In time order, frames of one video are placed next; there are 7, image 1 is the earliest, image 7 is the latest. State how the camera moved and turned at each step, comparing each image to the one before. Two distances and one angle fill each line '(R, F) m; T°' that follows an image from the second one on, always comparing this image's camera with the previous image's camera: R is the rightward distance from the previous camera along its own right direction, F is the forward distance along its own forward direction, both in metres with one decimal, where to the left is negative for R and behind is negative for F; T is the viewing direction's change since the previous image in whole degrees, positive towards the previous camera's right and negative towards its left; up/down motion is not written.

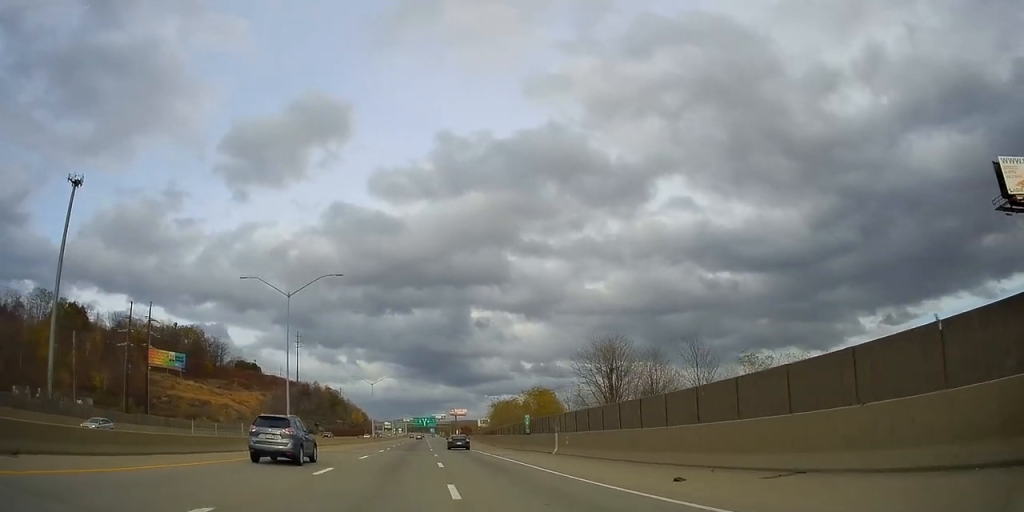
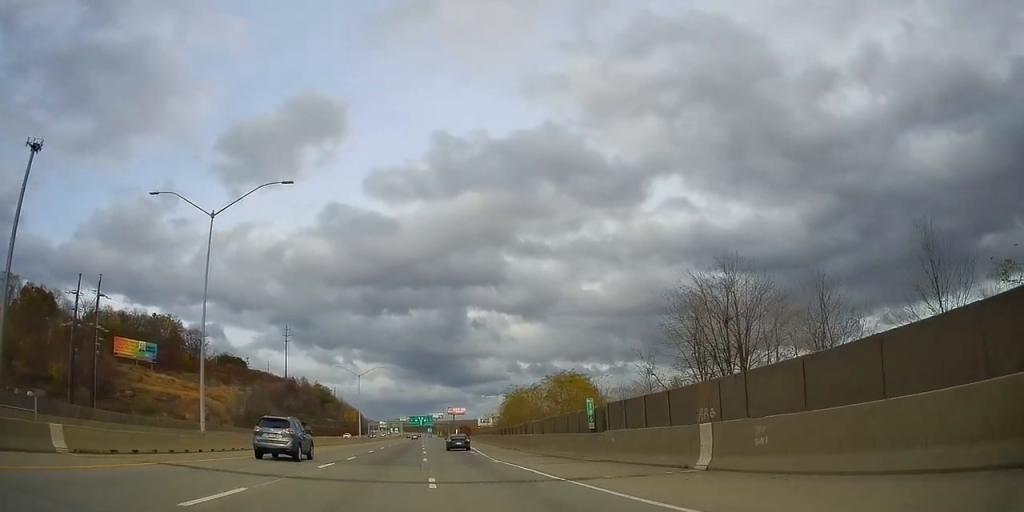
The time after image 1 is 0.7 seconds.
(-0.1, +20.6) m; 0°
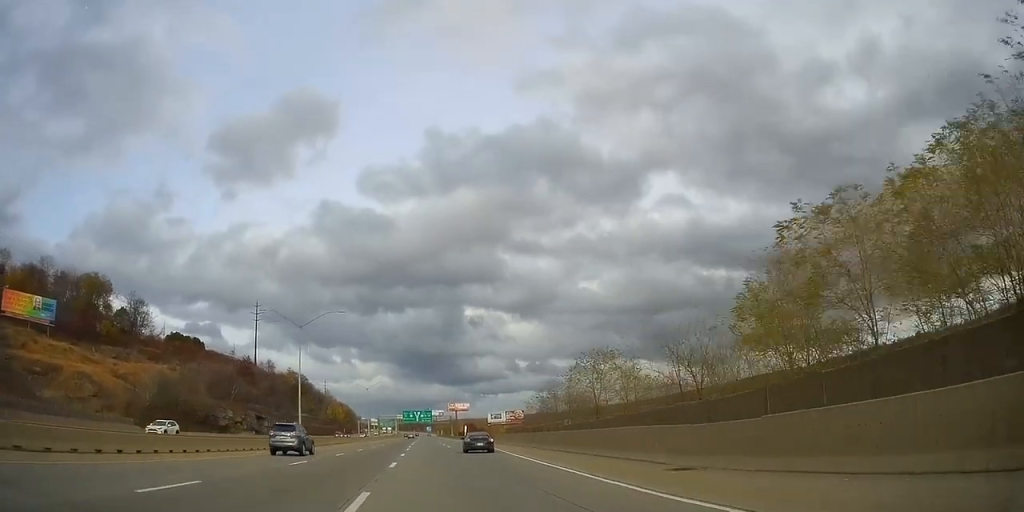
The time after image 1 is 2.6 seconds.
(-0.5, +55.7) m; 0°
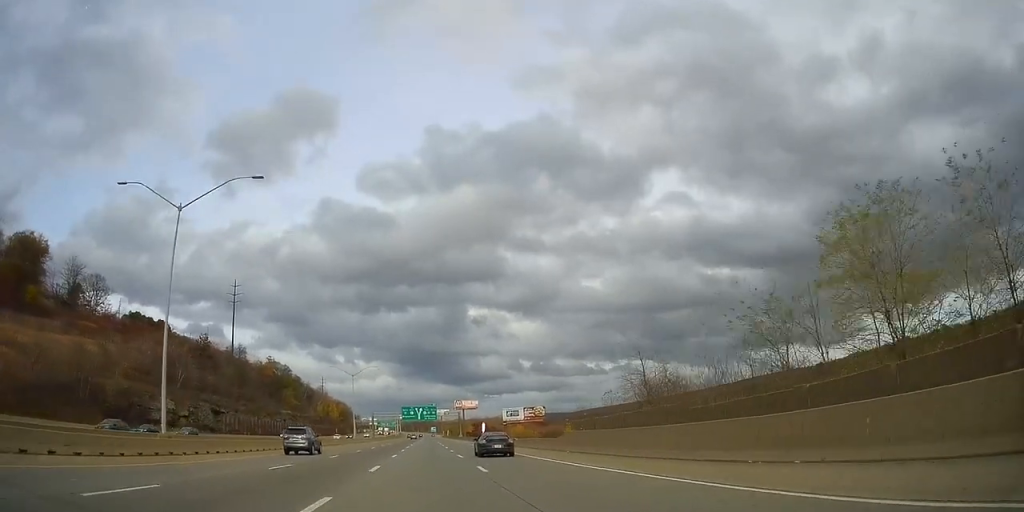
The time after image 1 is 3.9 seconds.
(+0.4, +37.6) m; +1°
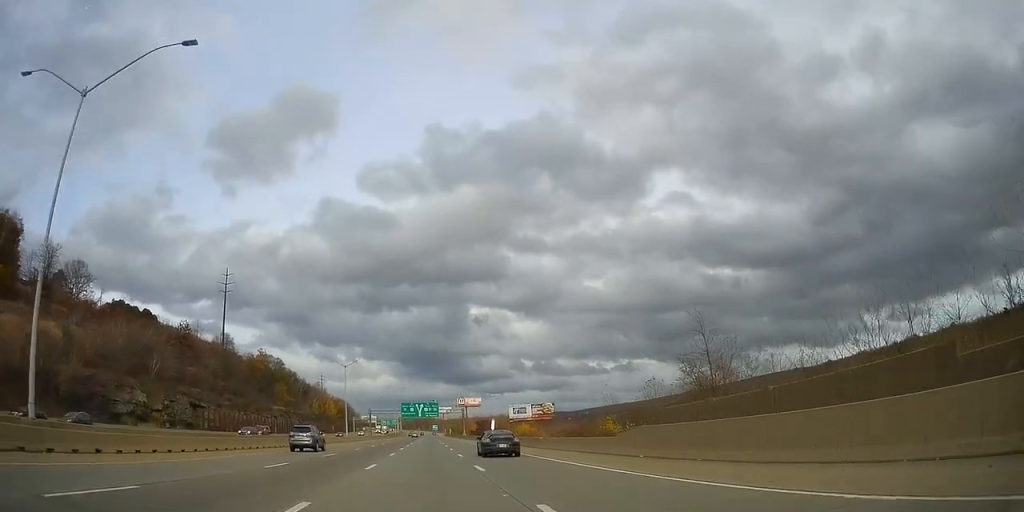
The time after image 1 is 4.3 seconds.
(0.0, +12.9) m; +1°
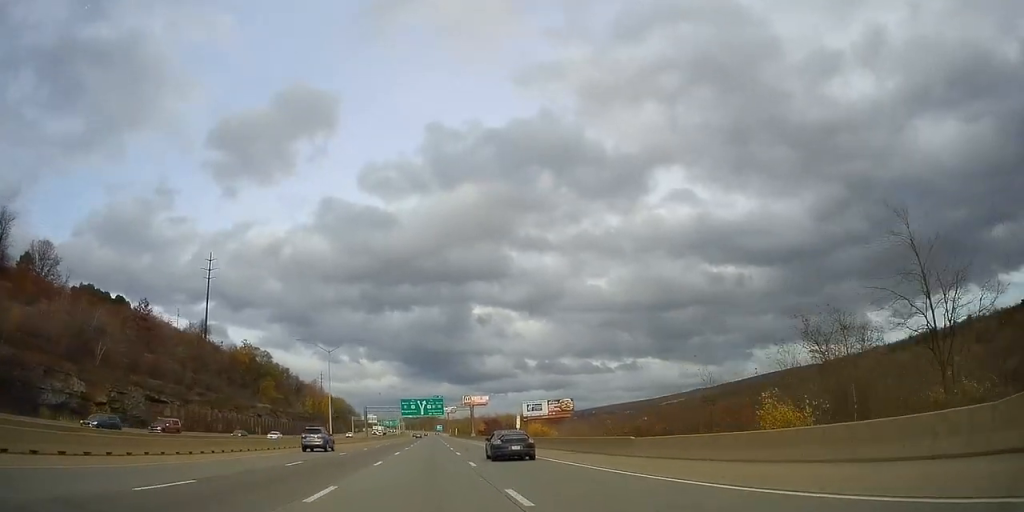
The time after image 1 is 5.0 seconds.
(+0.1, +21.3) m; 0°
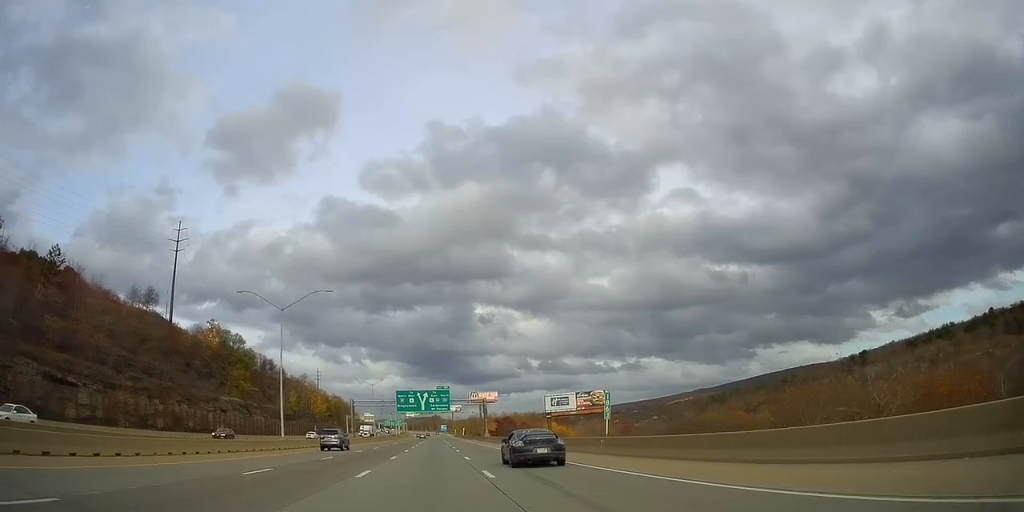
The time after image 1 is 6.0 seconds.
(+0.2, +30.7) m; -1°
